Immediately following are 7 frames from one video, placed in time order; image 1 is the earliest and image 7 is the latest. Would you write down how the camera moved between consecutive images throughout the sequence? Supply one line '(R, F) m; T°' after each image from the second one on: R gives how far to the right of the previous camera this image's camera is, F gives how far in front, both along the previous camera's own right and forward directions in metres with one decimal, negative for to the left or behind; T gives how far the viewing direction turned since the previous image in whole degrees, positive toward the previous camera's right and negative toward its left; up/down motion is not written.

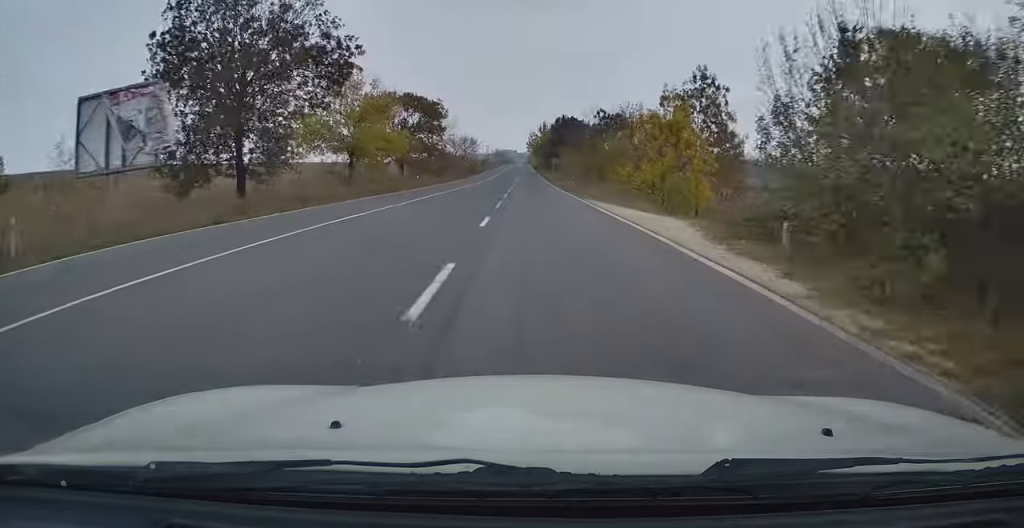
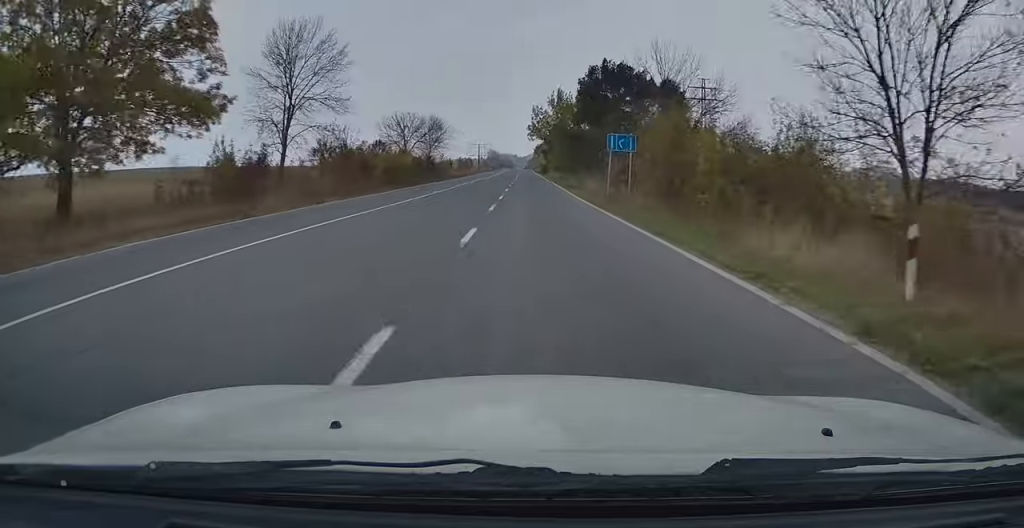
(-0.4, +57.0) m; 0°
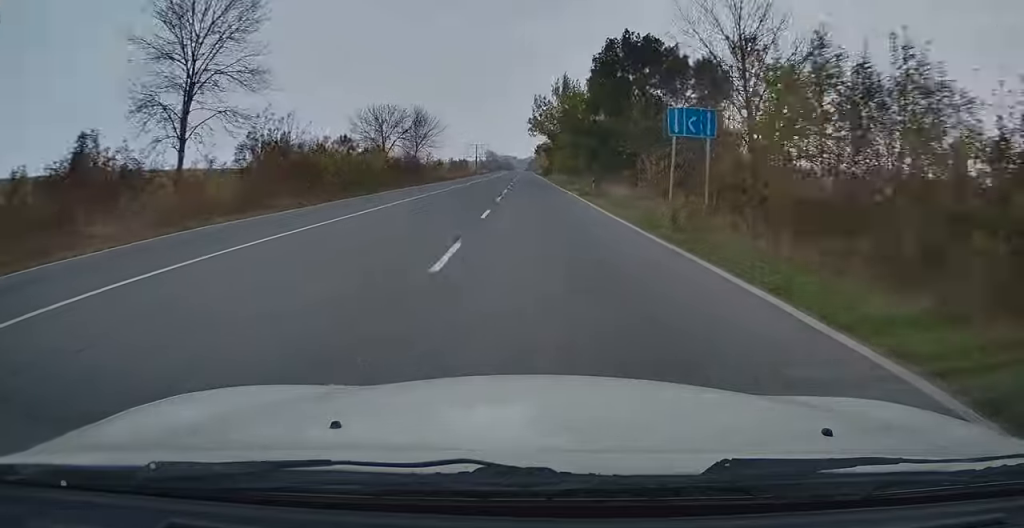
(0.0, +11.9) m; 0°
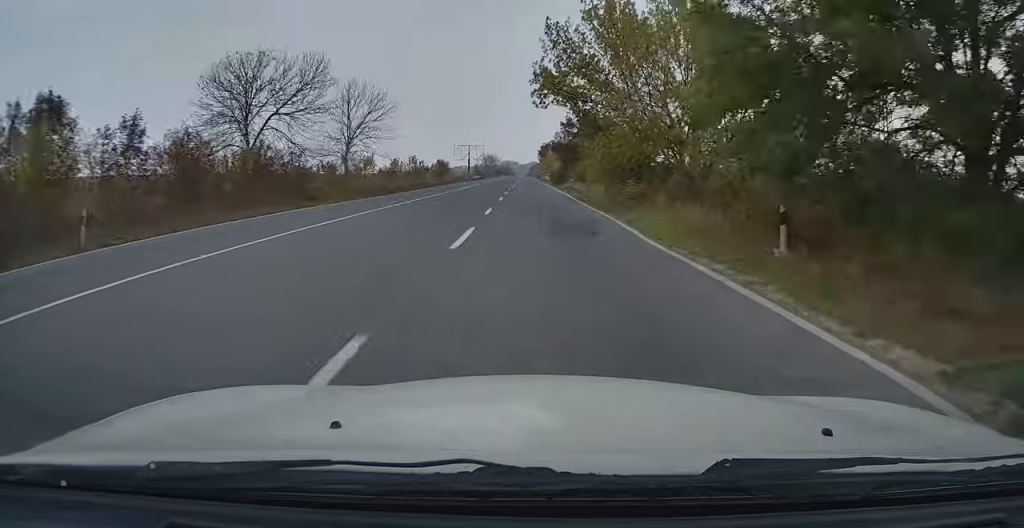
(0.0, +33.3) m; 0°
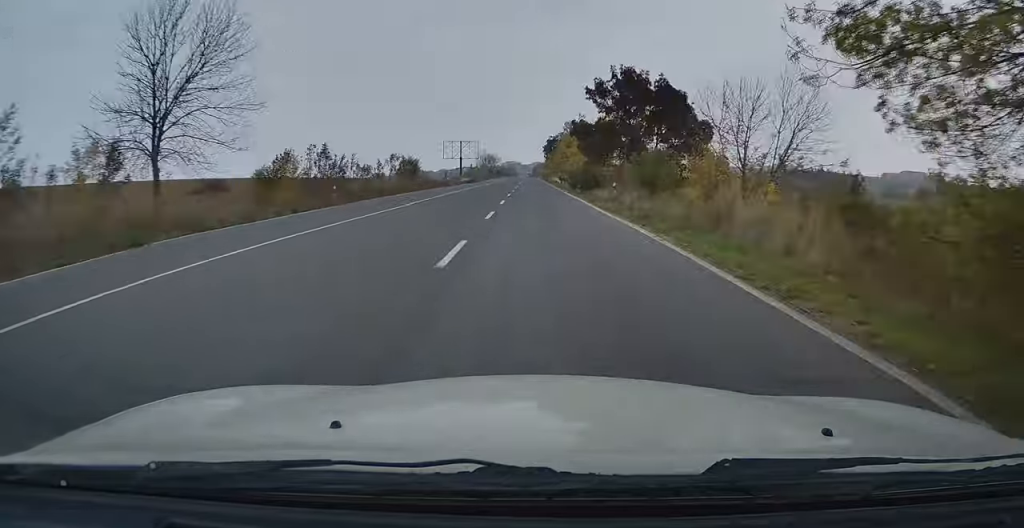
(-0.1, +28.5) m; 0°
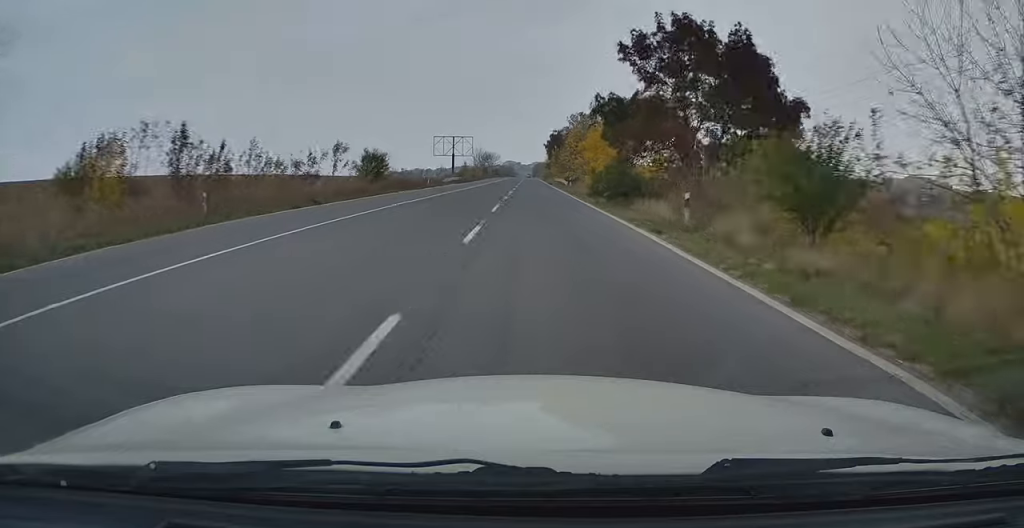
(-0.1, +15.0) m; 0°
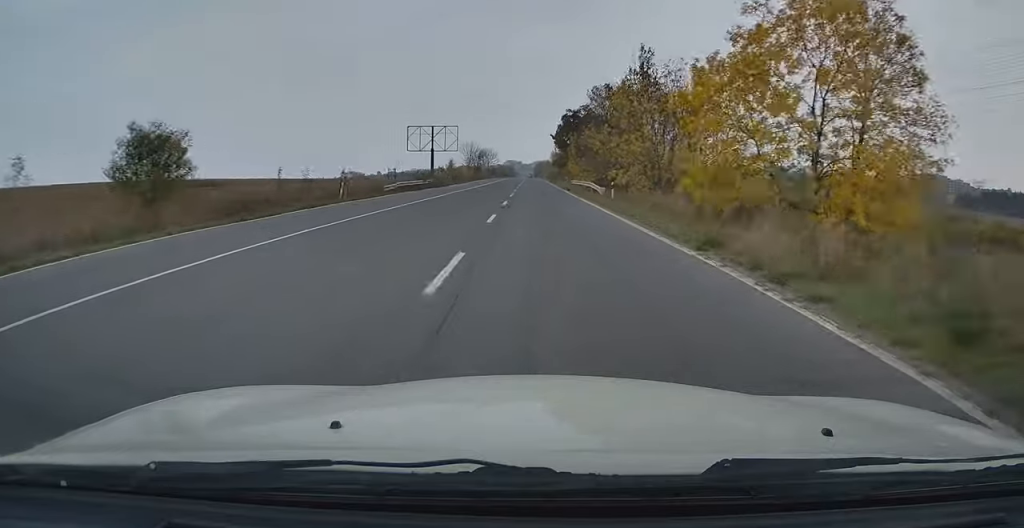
(+0.2, +31.7) m; 0°
